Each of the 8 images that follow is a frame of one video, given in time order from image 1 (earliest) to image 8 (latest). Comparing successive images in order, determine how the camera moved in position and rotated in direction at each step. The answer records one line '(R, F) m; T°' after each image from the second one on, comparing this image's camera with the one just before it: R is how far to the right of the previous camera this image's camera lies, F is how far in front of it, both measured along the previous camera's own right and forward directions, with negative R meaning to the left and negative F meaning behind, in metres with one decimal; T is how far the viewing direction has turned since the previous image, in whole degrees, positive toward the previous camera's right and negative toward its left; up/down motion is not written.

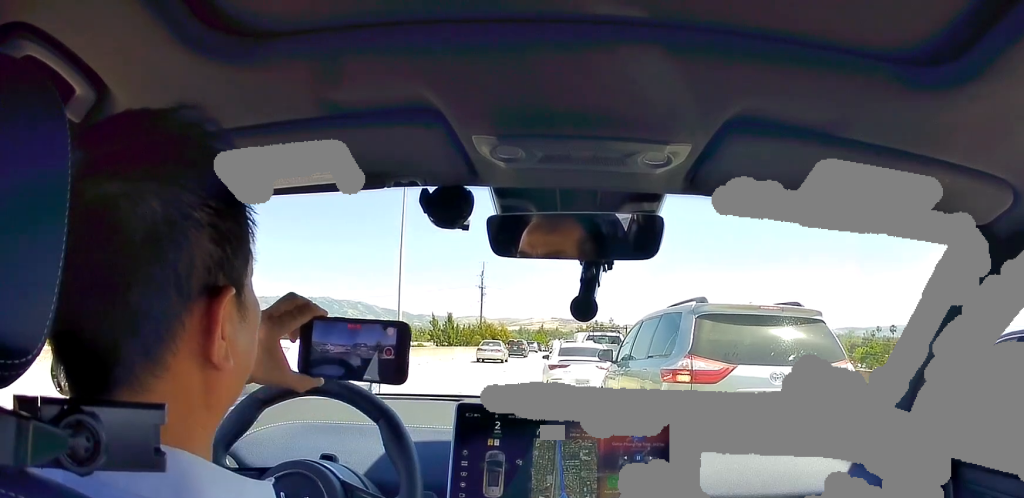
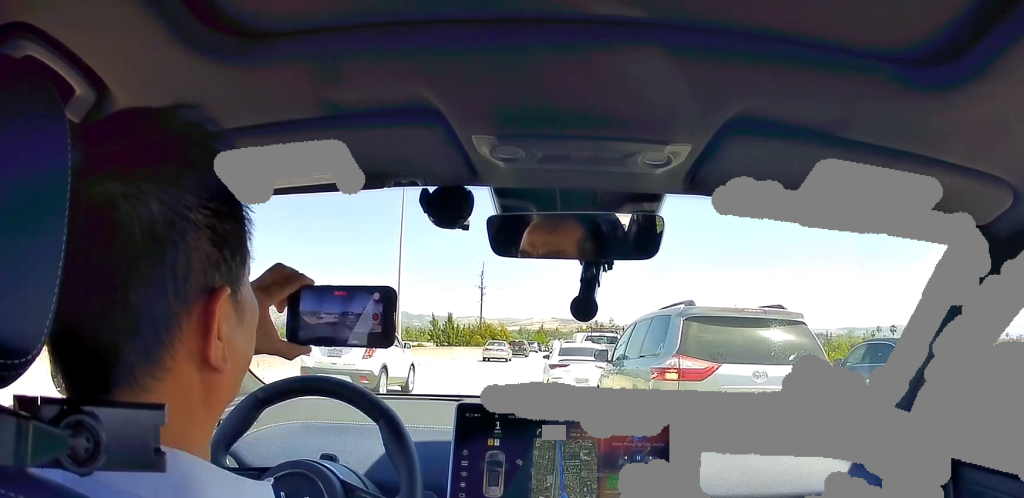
(+0.1, +0.4) m; 0°
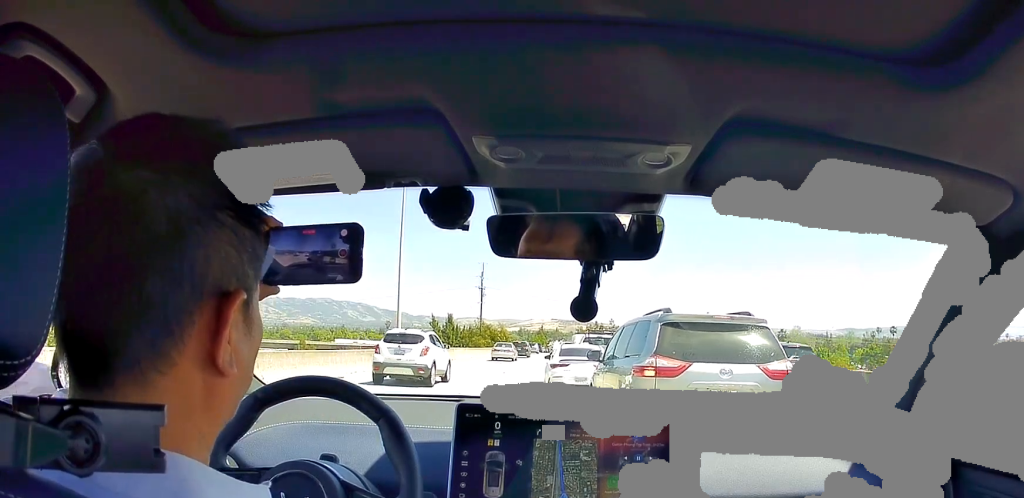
(+0.1, +0.5) m; 0°
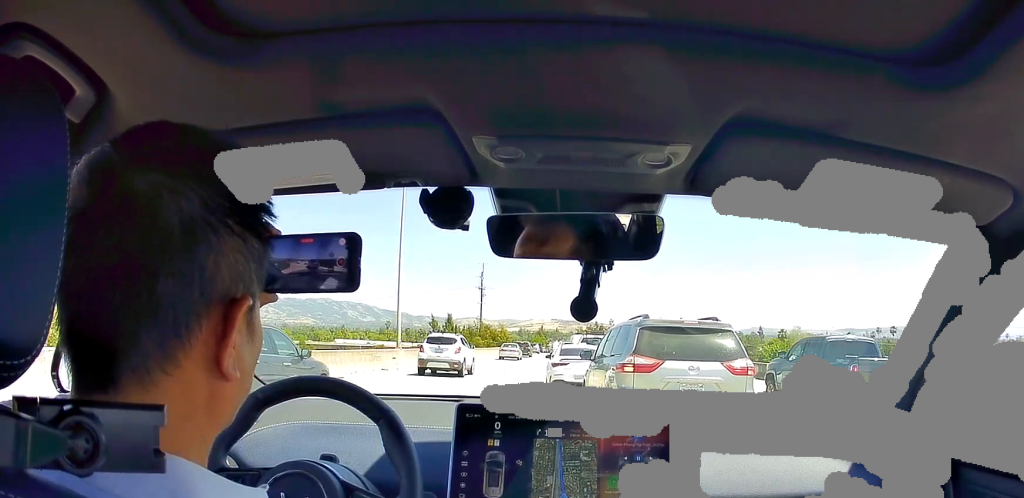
(0.0, 0.0) m; 0°
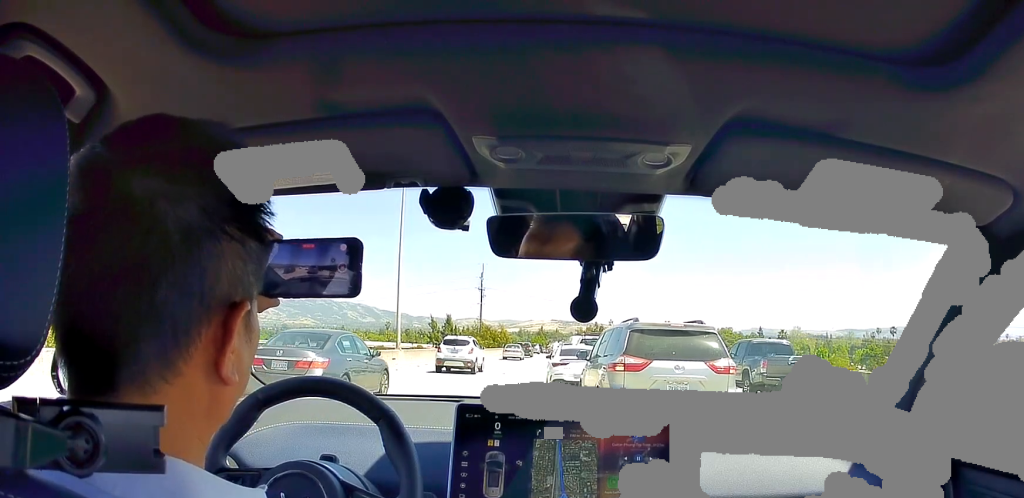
(0.0, 0.0) m; 0°
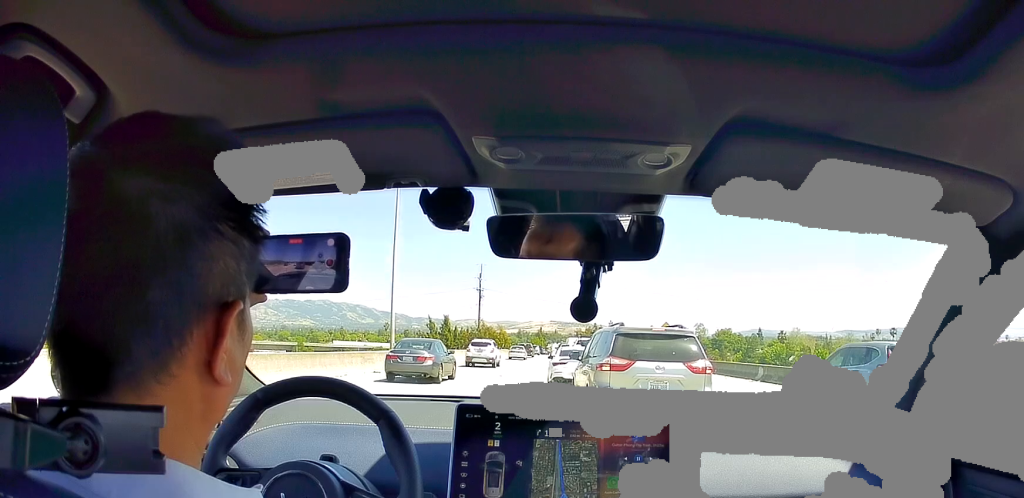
(0.0, 0.0) m; 0°
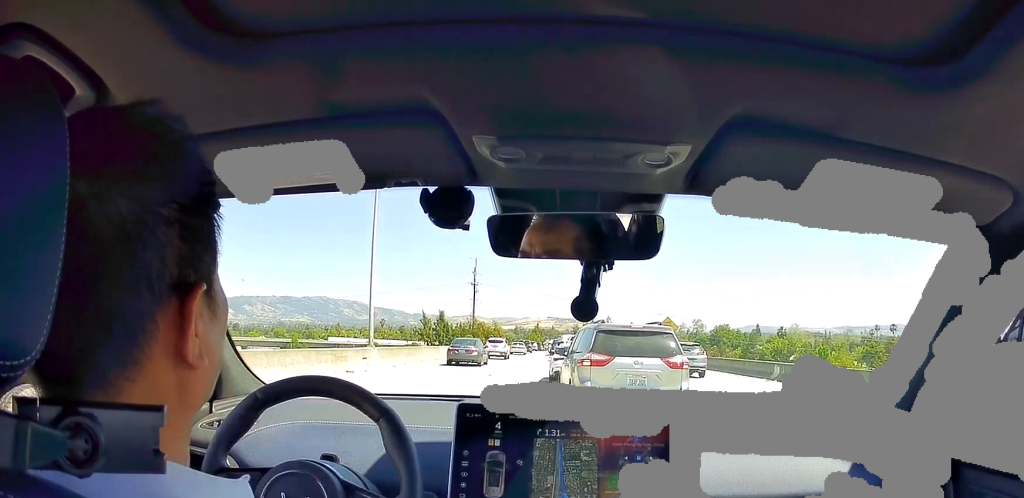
(+0.5, +1.1) m; 0°
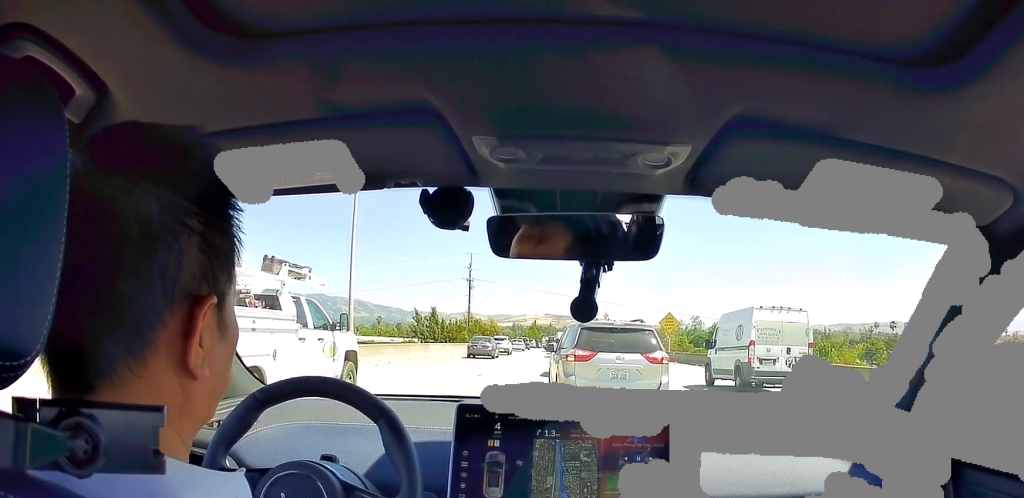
(-0.5, +1.1) m; 0°
